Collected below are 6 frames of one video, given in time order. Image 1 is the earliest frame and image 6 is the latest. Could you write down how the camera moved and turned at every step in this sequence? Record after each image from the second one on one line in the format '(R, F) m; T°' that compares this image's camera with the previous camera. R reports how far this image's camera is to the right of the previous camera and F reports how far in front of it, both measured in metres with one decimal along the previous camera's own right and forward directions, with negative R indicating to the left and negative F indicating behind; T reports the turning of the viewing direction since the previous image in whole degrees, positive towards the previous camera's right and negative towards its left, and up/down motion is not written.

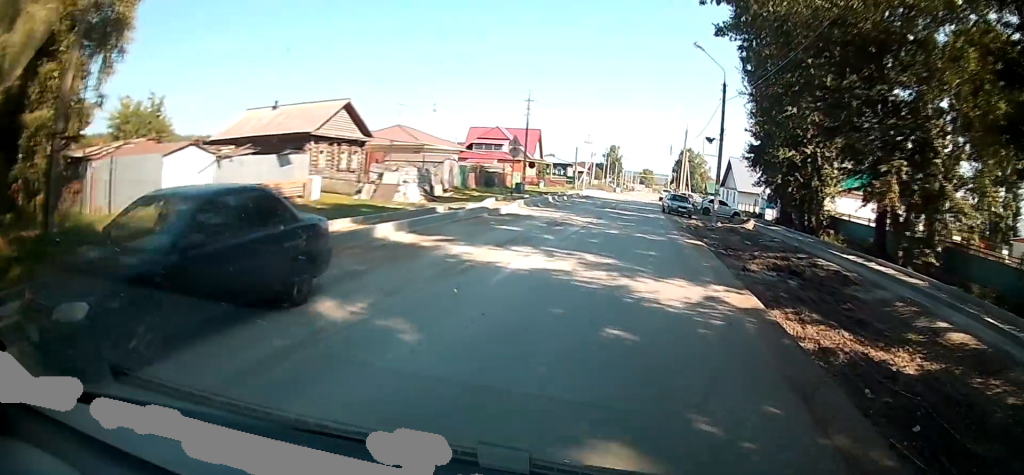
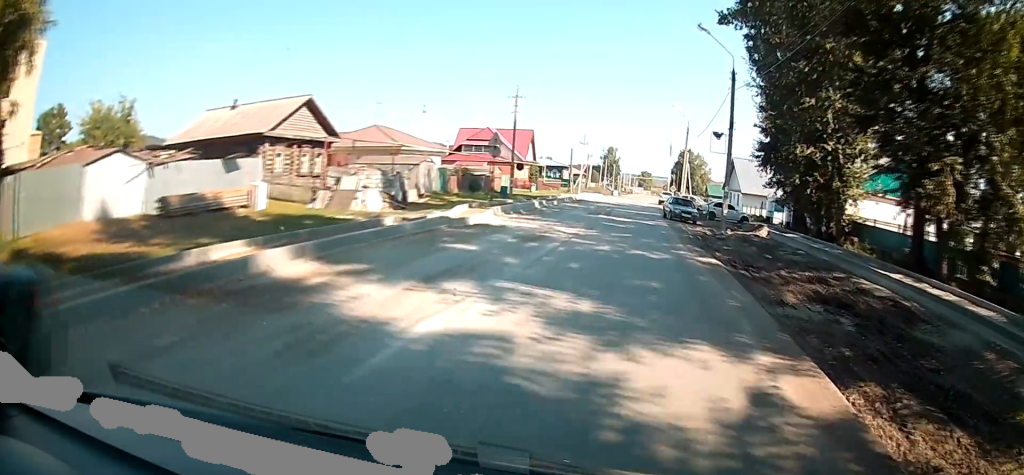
(-0.1, +4.2) m; 0°
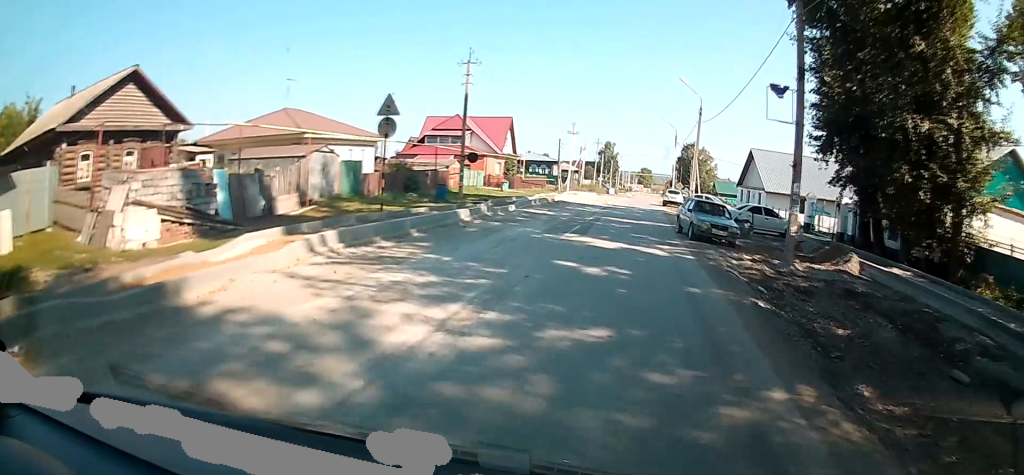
(+0.4, +13.4) m; +1°
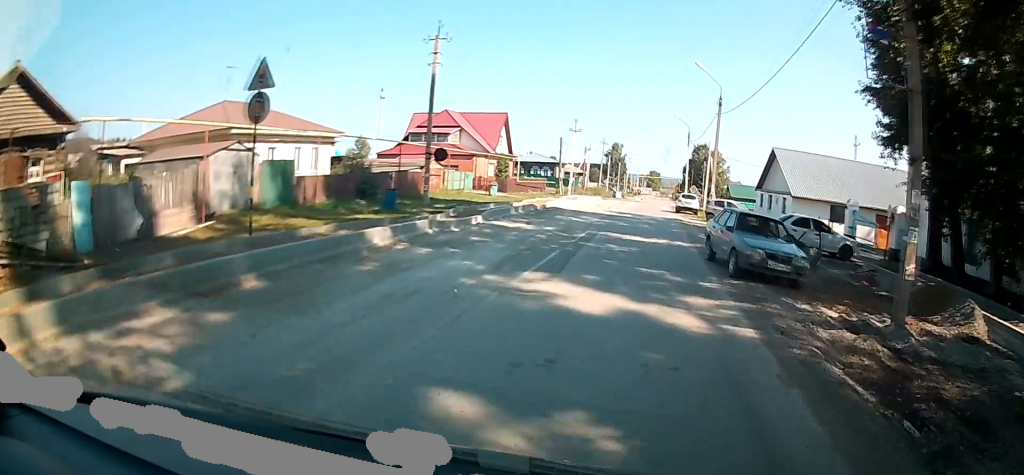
(-0.1, +7.3) m; -2°
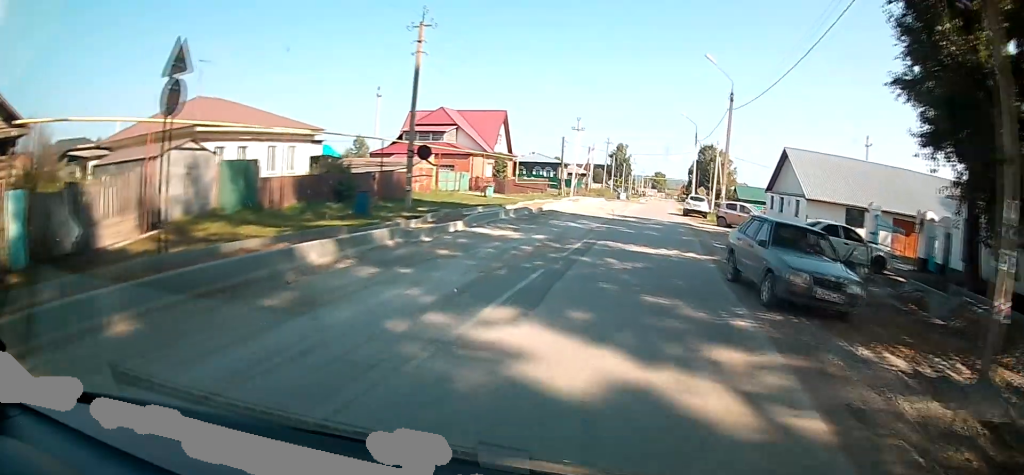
(0.0, +2.9) m; -1°
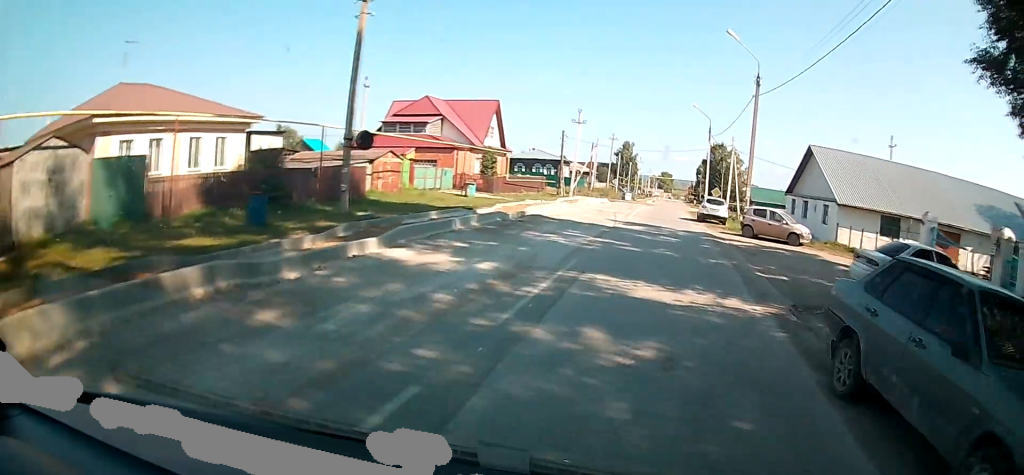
(-0.1, +6.3) m; -1°
